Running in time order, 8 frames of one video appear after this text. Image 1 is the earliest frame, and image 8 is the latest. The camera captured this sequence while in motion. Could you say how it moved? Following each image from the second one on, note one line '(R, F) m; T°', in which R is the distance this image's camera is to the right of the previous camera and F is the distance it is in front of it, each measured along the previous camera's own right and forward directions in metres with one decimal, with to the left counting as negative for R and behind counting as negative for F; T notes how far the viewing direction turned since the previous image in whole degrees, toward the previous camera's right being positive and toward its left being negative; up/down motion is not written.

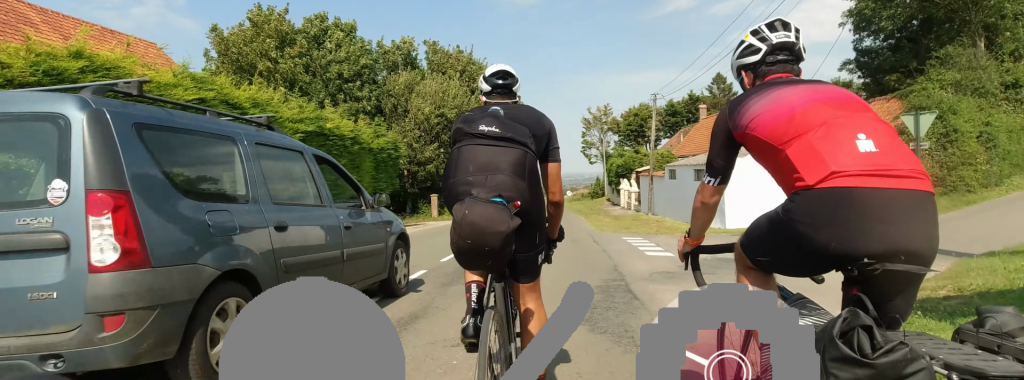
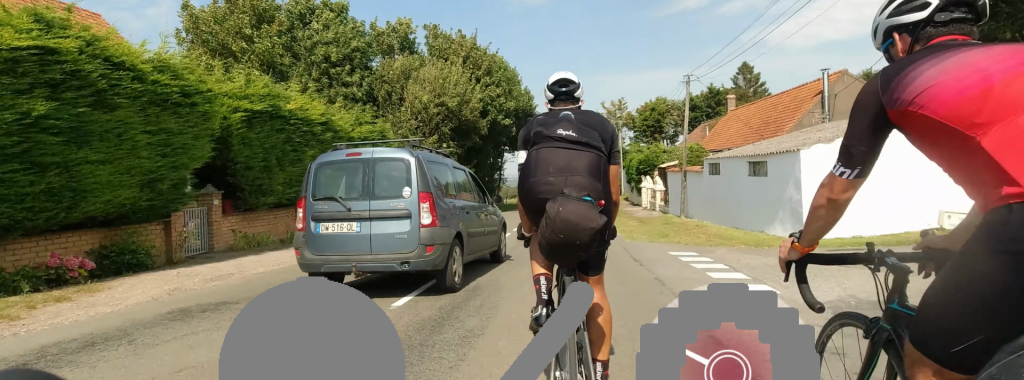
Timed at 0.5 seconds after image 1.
(-0.7, +4.1) m; 0°
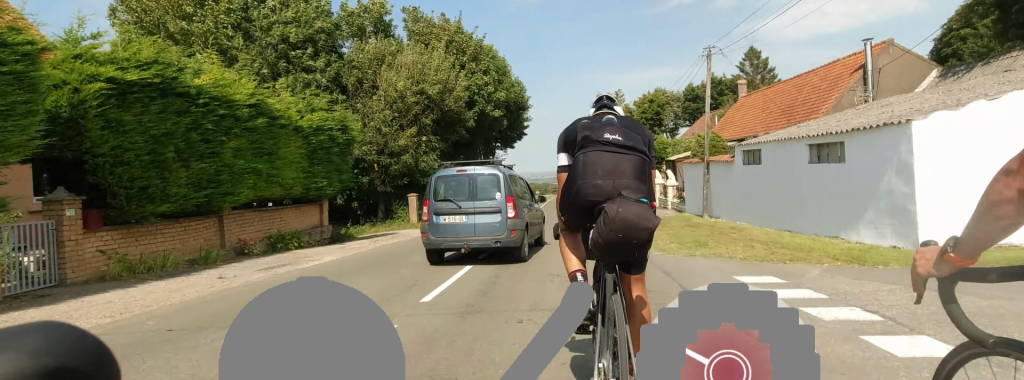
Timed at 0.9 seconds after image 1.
(+0.4, +3.9) m; +2°
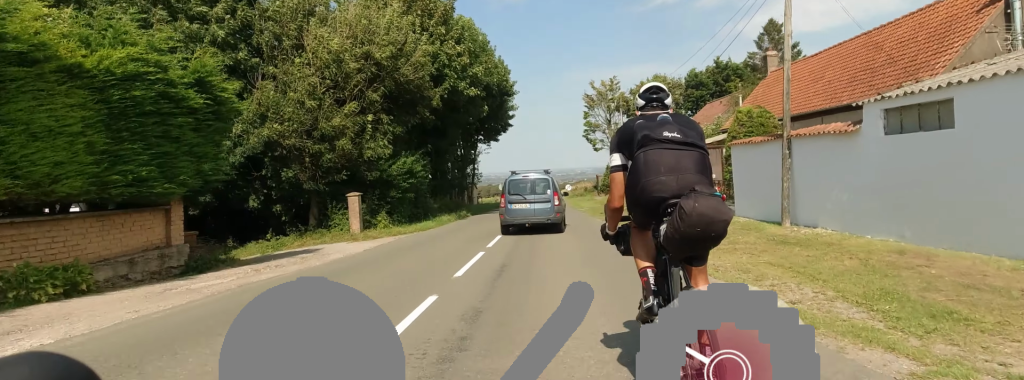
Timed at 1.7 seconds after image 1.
(+0.8, +7.0) m; +3°
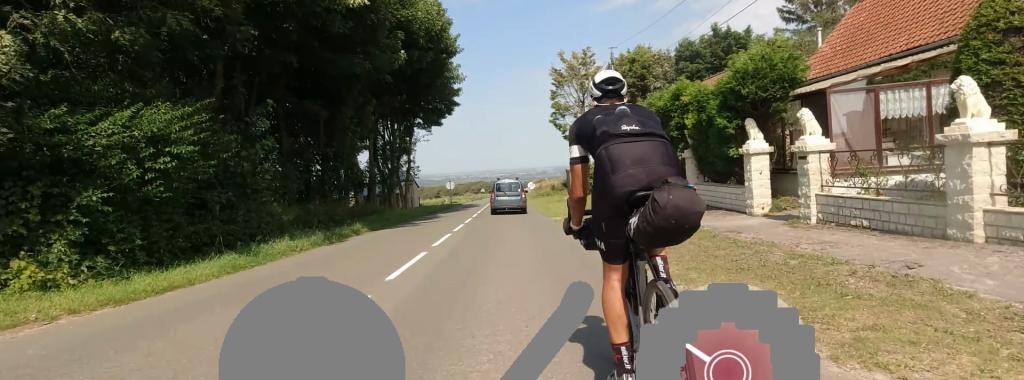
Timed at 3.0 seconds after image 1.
(-0.3, +13.1) m; 0°
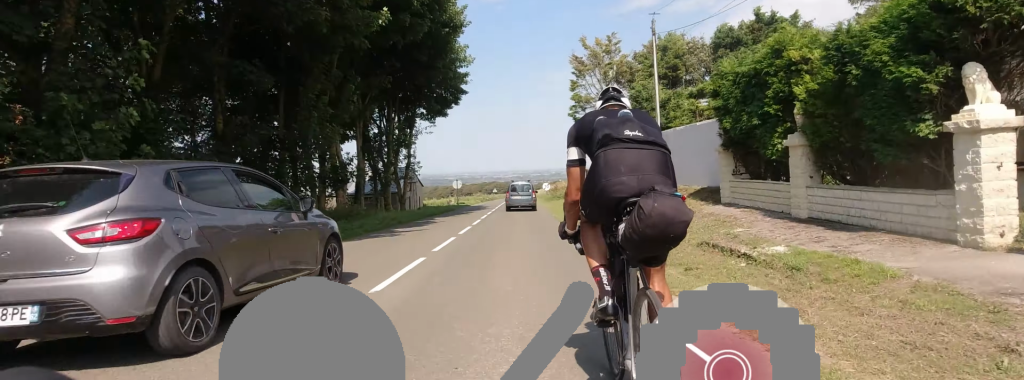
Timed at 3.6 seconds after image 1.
(+0.4, +5.1) m; 0°
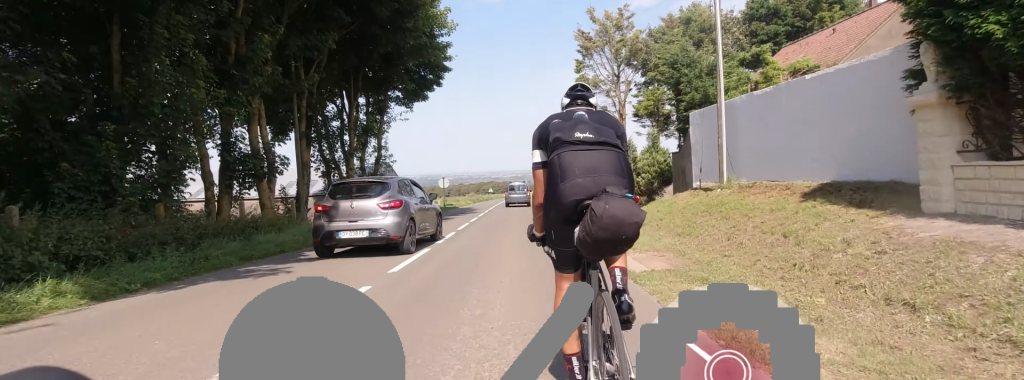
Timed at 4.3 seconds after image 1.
(-0.6, +7.0) m; 0°
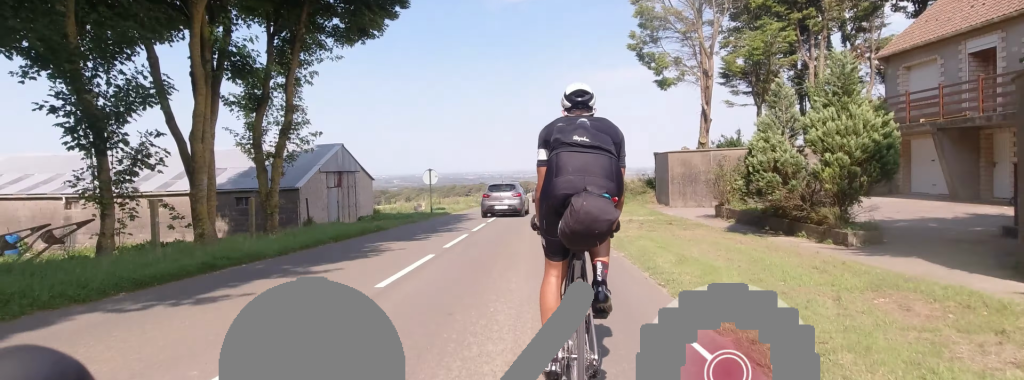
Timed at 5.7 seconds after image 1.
(+0.5, +14.1) m; -1°
